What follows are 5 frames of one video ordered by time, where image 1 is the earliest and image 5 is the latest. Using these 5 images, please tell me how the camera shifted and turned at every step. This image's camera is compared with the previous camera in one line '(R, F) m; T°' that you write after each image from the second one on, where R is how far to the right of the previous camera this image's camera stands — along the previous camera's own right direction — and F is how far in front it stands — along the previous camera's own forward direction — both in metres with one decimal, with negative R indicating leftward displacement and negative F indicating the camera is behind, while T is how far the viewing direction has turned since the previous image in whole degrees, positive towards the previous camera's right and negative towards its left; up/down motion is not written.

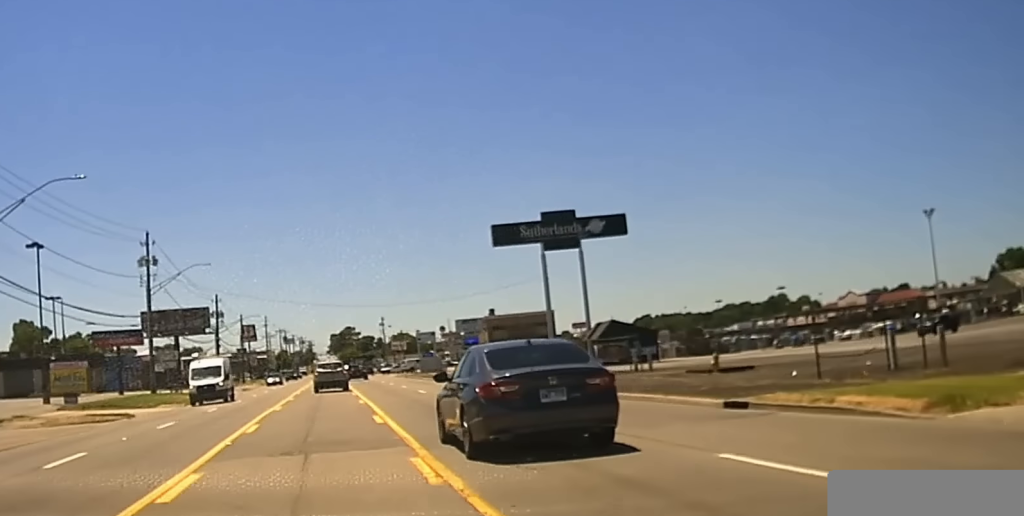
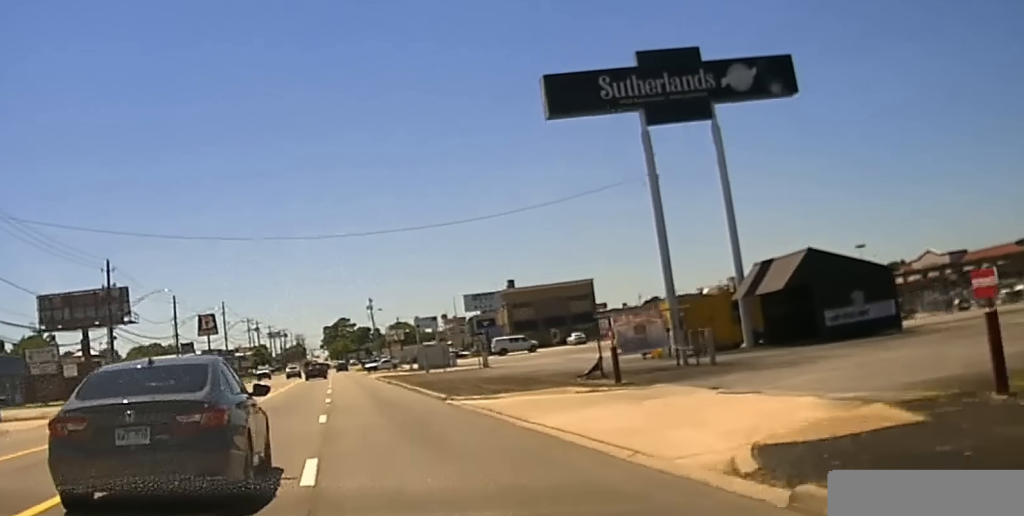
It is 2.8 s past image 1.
(+0.9, +46.0) m; +1°
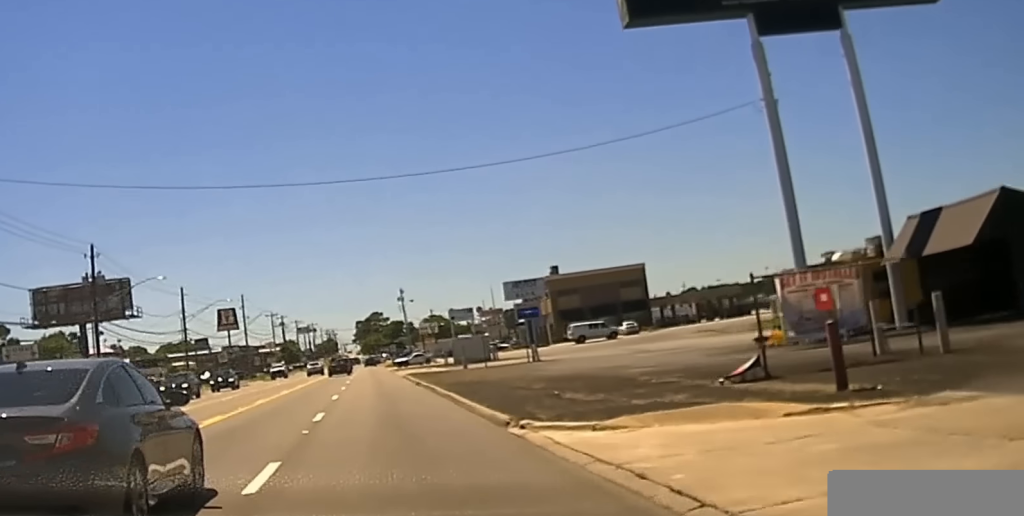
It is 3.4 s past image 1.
(-0.4, +13.1) m; -3°
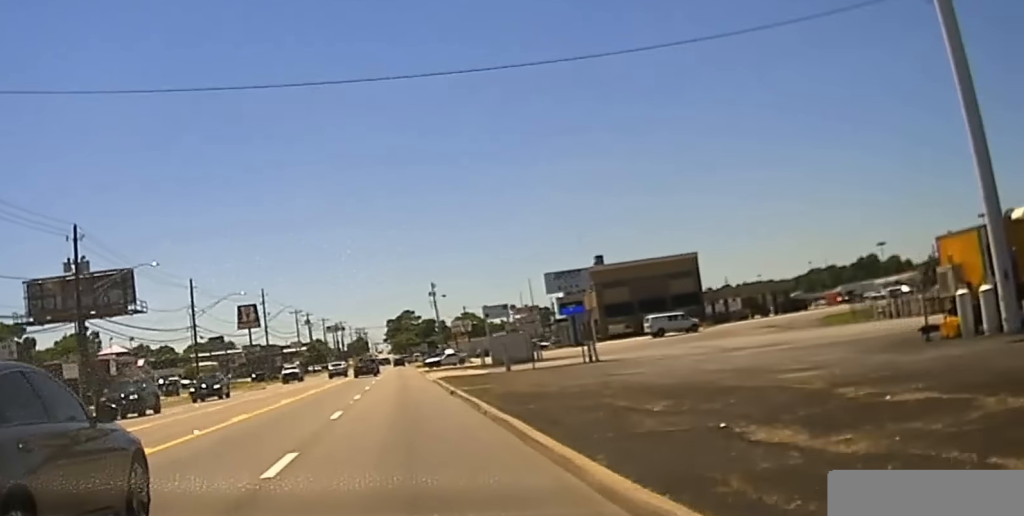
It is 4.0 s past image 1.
(-0.2, +10.7) m; -2°
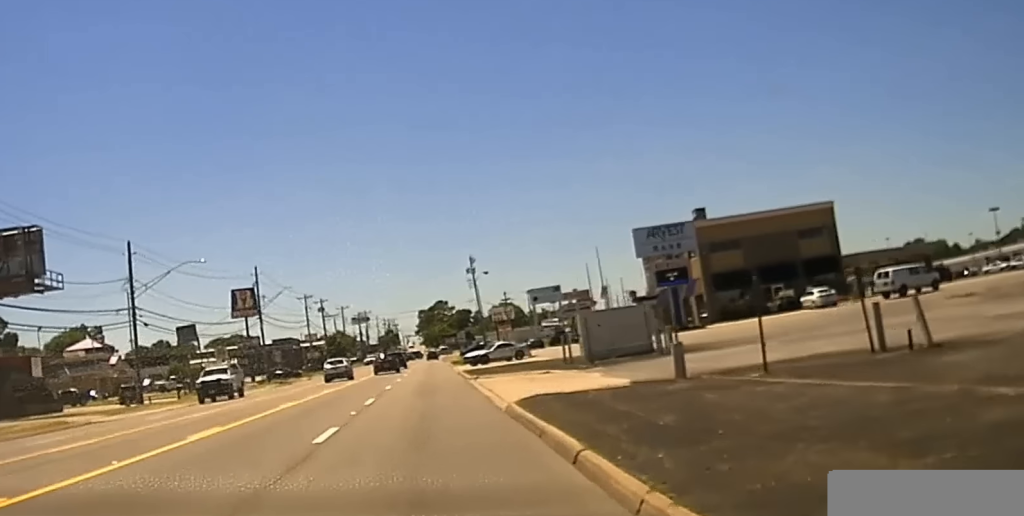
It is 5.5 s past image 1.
(-0.7, +32.9) m; -1°
